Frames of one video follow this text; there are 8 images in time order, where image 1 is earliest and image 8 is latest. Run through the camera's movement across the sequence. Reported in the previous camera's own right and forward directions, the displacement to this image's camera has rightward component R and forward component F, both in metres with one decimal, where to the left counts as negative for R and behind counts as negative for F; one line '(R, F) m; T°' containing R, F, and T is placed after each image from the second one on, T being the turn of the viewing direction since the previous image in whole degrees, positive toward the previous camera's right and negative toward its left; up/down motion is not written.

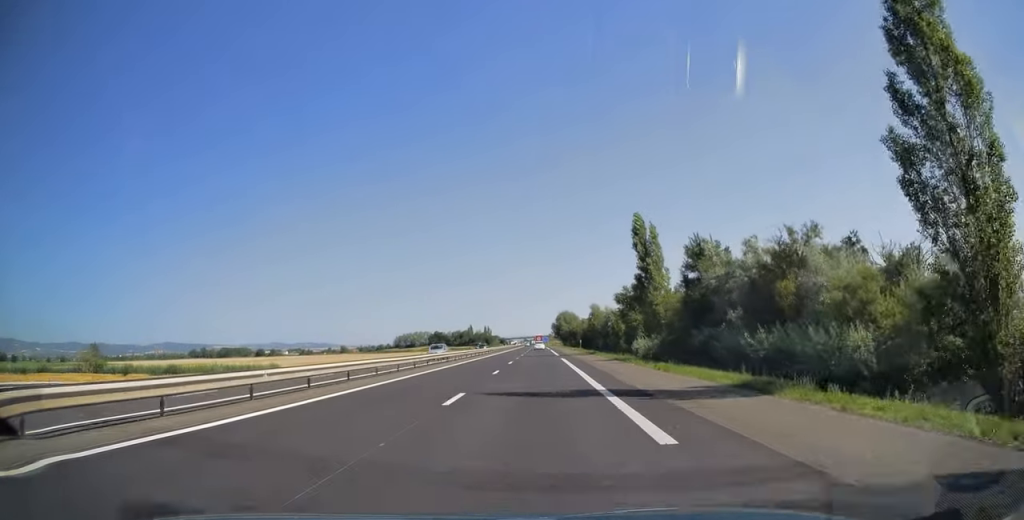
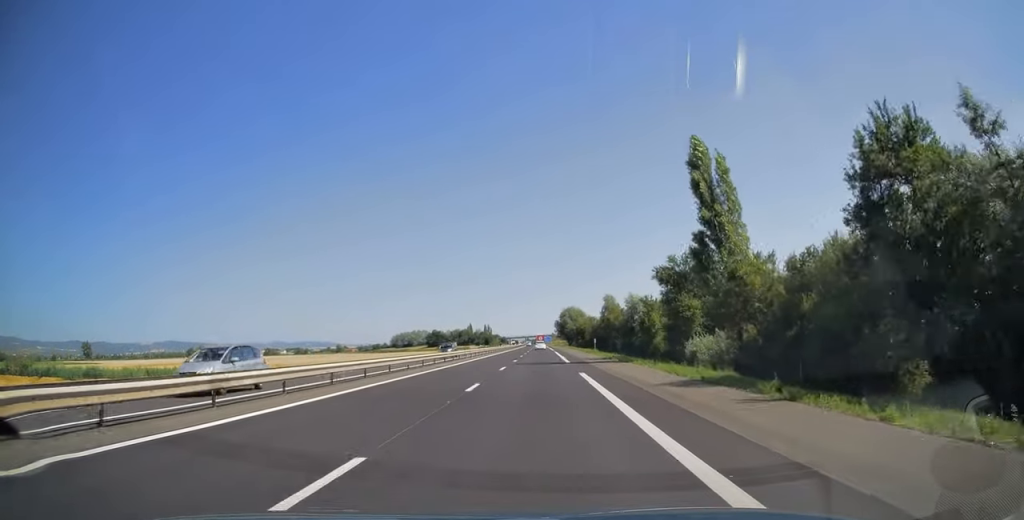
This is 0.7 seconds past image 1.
(0.0, +22.0) m; 0°
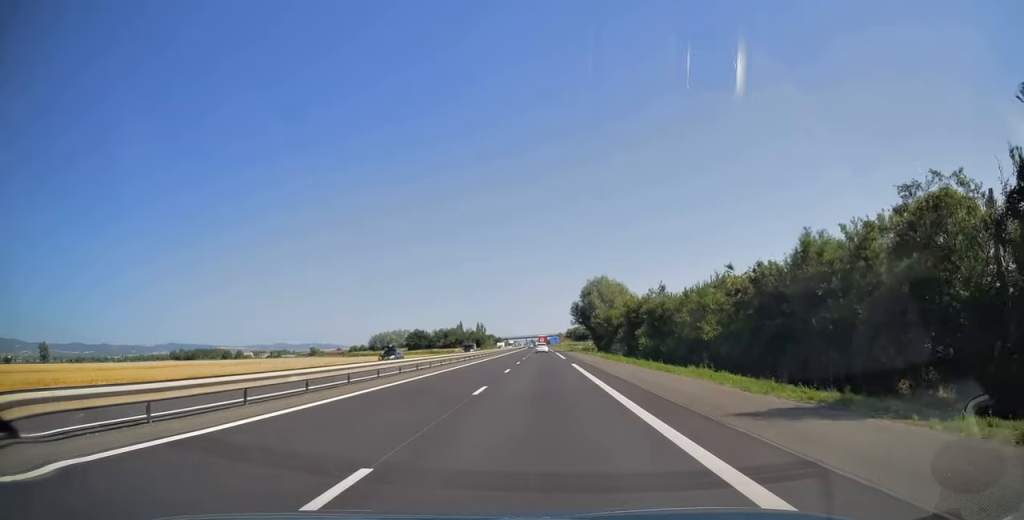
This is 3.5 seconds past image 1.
(-0.6, +90.7) m; -1°
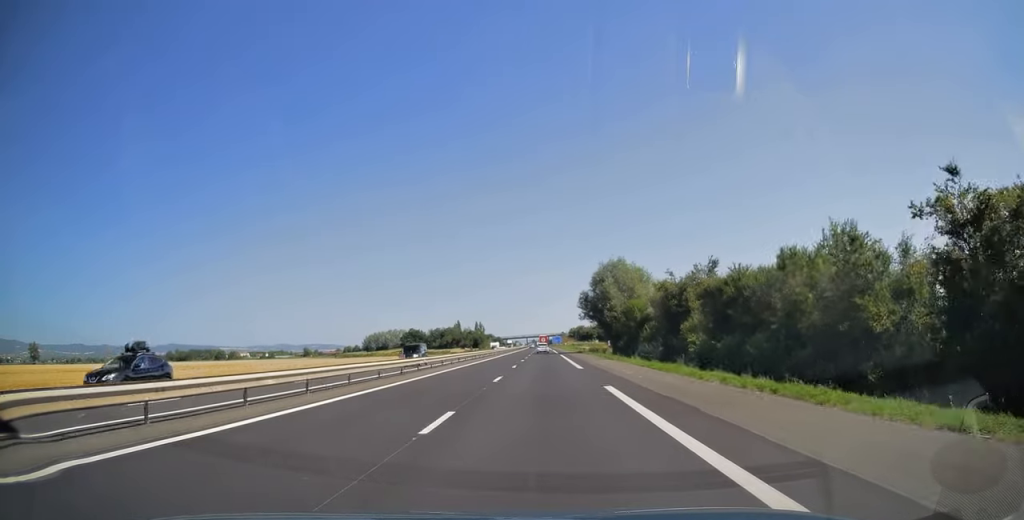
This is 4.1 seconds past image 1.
(0.0, +20.0) m; 0°
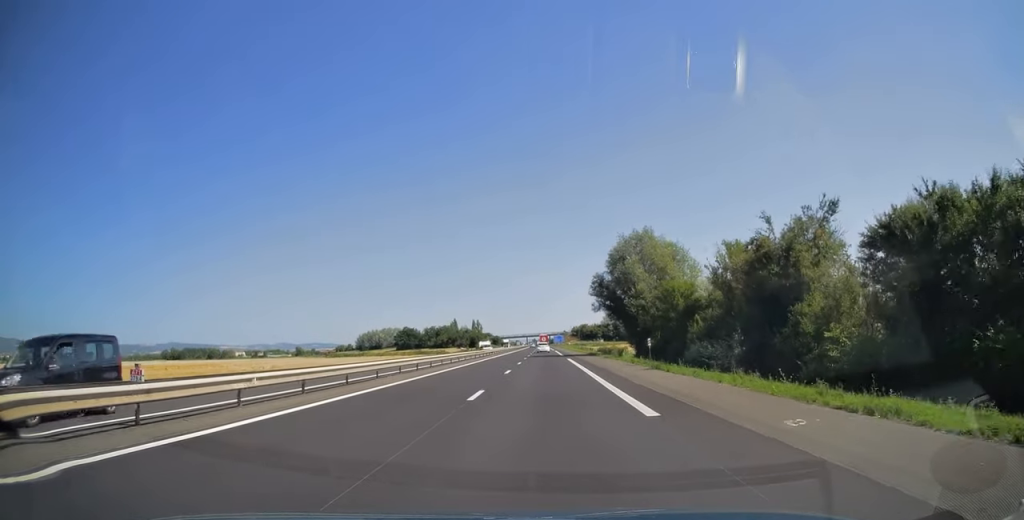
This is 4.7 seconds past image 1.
(0.0, +20.0) m; 0°
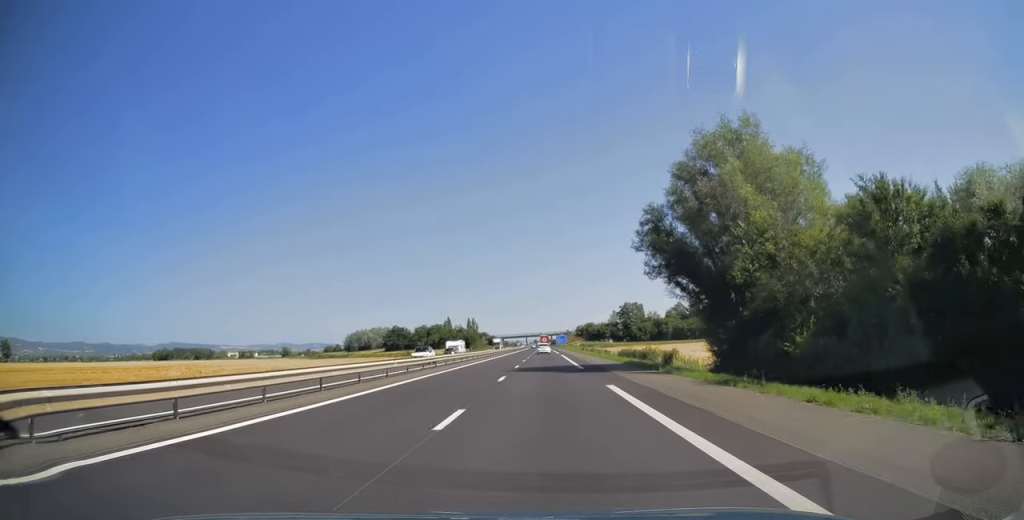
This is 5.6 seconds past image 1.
(0.0, +30.2) m; 0°
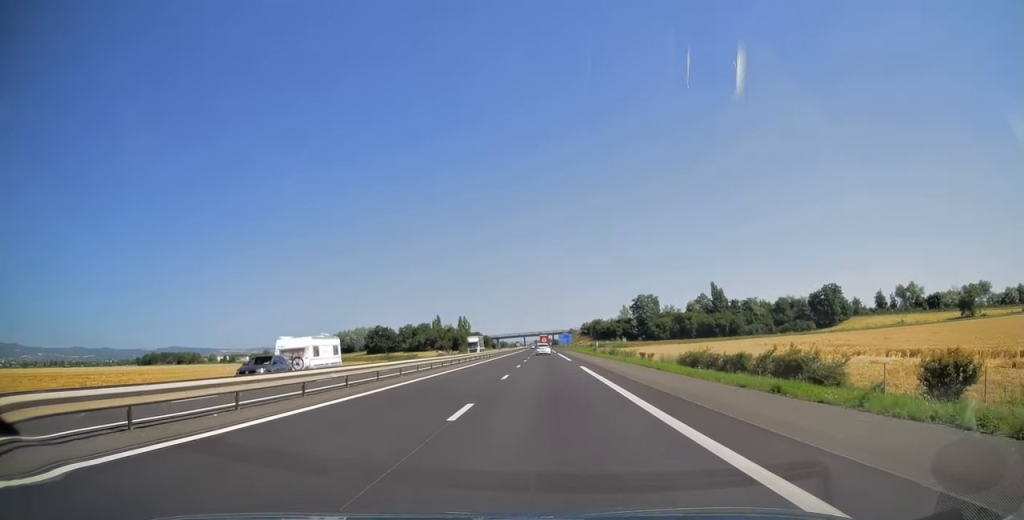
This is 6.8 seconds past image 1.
(-0.1, +37.0) m; 0°
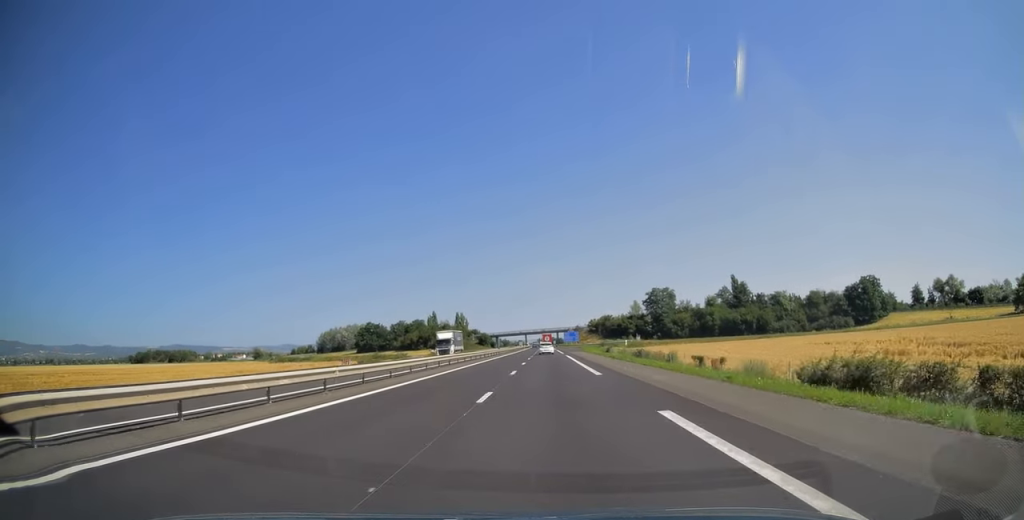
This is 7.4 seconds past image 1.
(0.0, +22.2) m; 0°
